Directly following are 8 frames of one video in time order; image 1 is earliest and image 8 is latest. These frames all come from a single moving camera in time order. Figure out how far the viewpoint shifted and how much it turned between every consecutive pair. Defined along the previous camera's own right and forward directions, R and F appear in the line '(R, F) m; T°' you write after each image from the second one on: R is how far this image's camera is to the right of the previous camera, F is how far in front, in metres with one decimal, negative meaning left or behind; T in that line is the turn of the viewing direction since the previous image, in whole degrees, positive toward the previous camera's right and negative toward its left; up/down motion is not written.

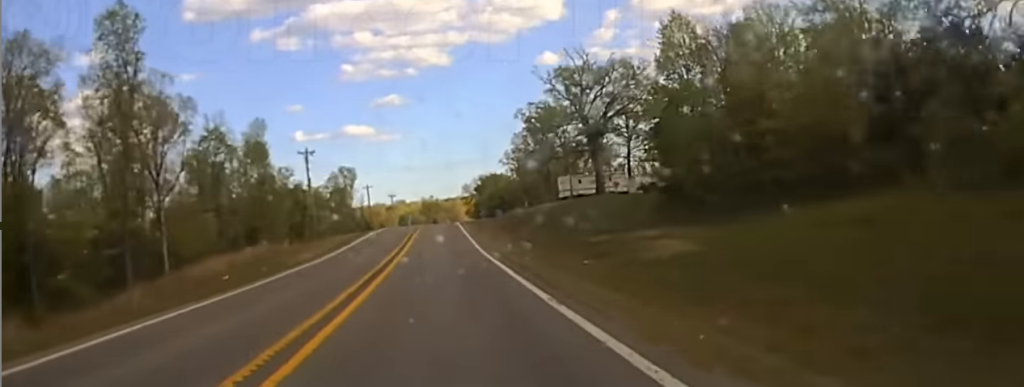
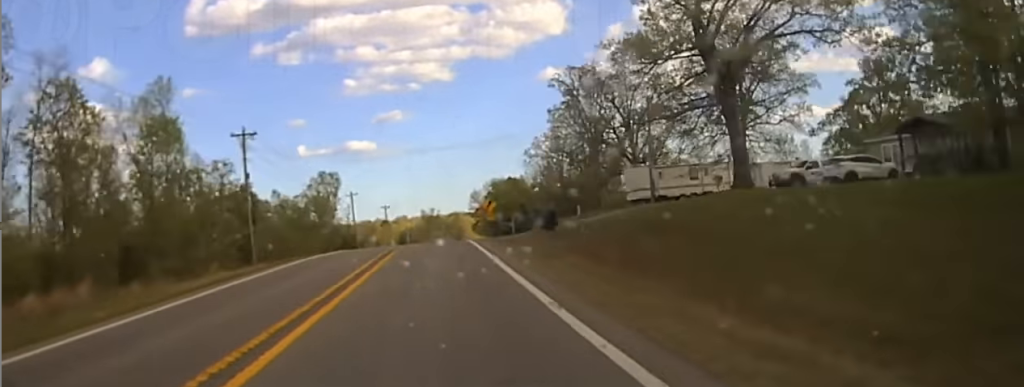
(0.0, +28.4) m; 0°
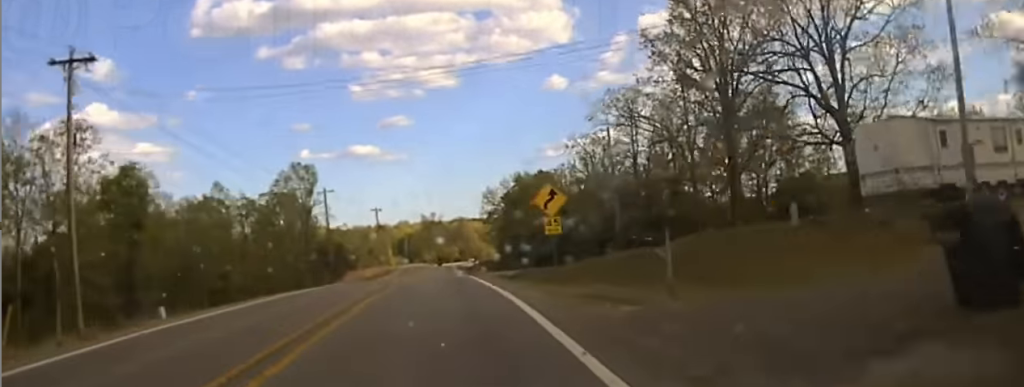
(-0.2, +28.1) m; 0°
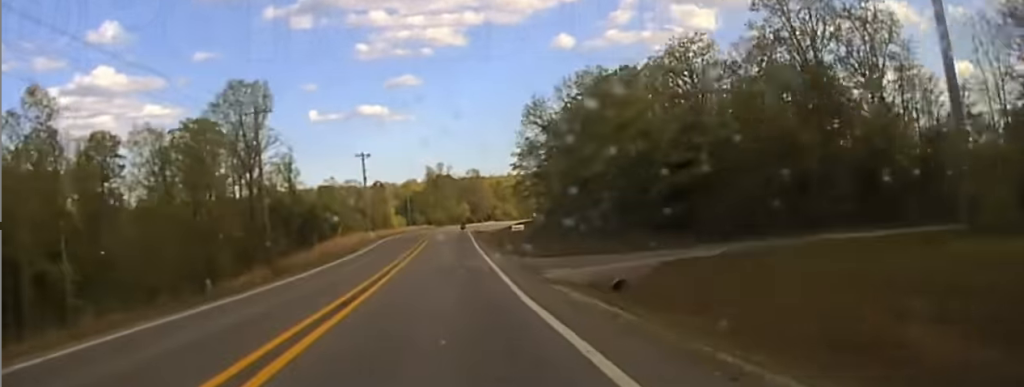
(-0.1, +35.6) m; 0°
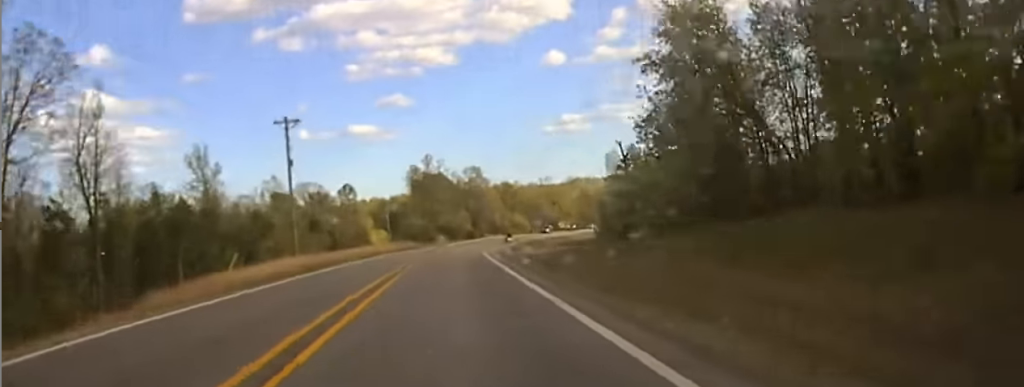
(+0.2, +49.2) m; +1°
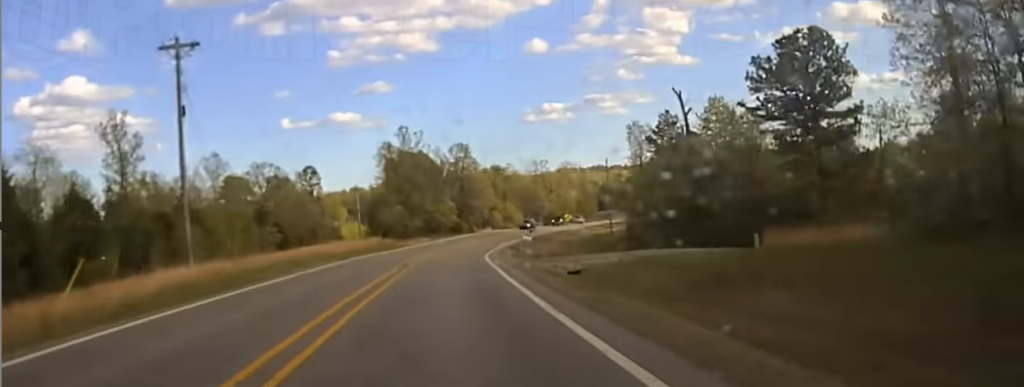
(+0.1, +28.8) m; +1°
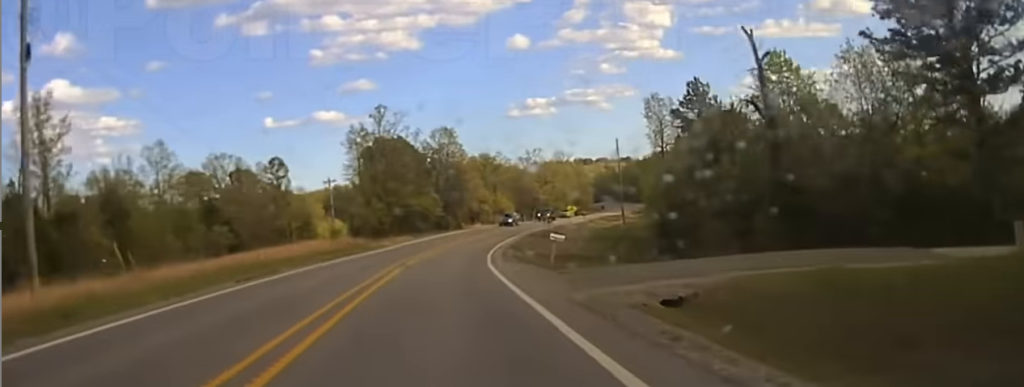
(+0.3, +19.4) m; +1°
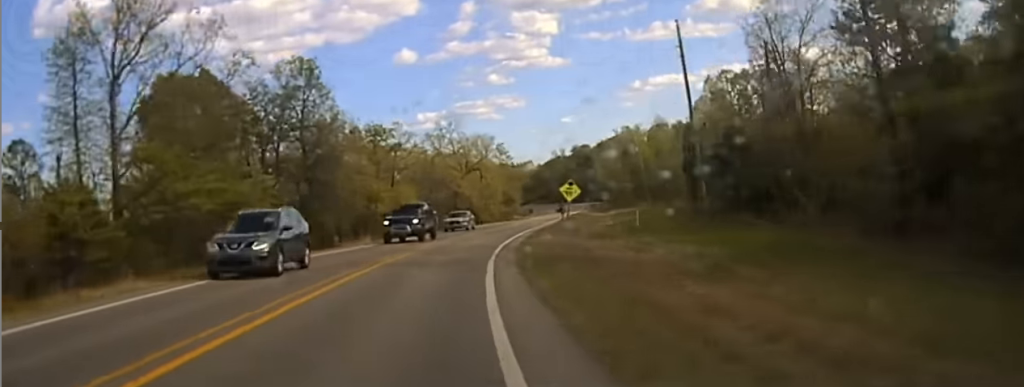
(+1.2, +66.9) m; +2°
